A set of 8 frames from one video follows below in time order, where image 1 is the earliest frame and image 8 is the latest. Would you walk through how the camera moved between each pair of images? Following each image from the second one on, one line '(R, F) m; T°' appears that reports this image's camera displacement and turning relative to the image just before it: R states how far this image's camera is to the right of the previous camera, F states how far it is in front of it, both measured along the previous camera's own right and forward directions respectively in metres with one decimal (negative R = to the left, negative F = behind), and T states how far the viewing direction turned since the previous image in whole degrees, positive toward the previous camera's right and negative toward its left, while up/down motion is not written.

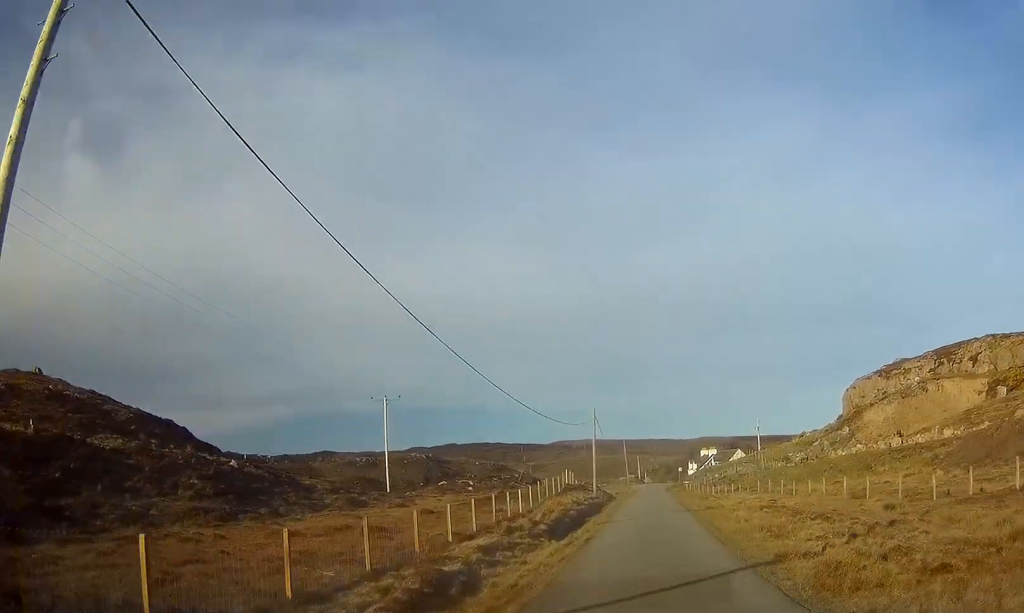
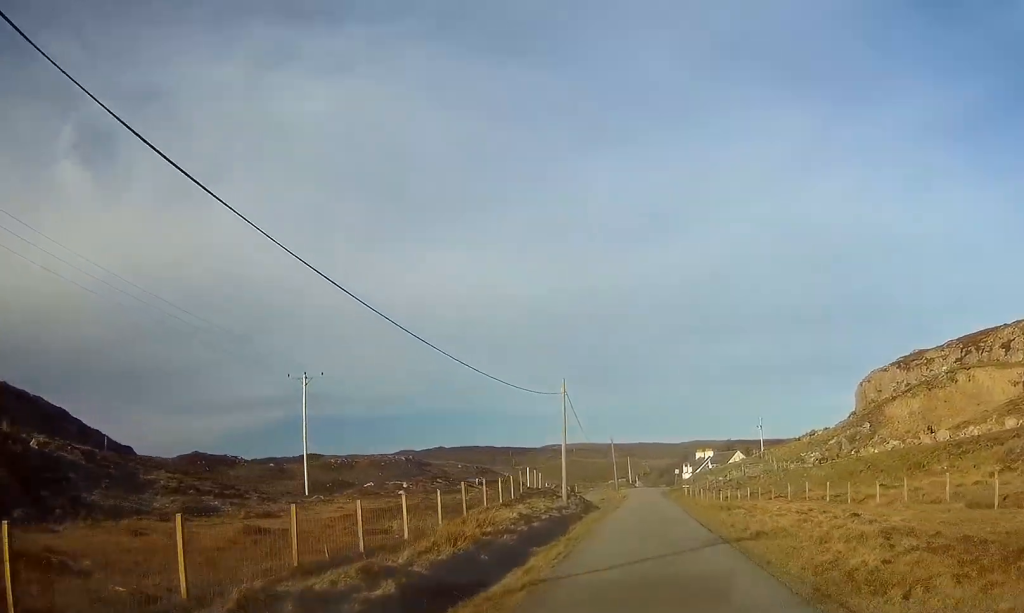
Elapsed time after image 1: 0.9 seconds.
(0.0, +15.6) m; 0°
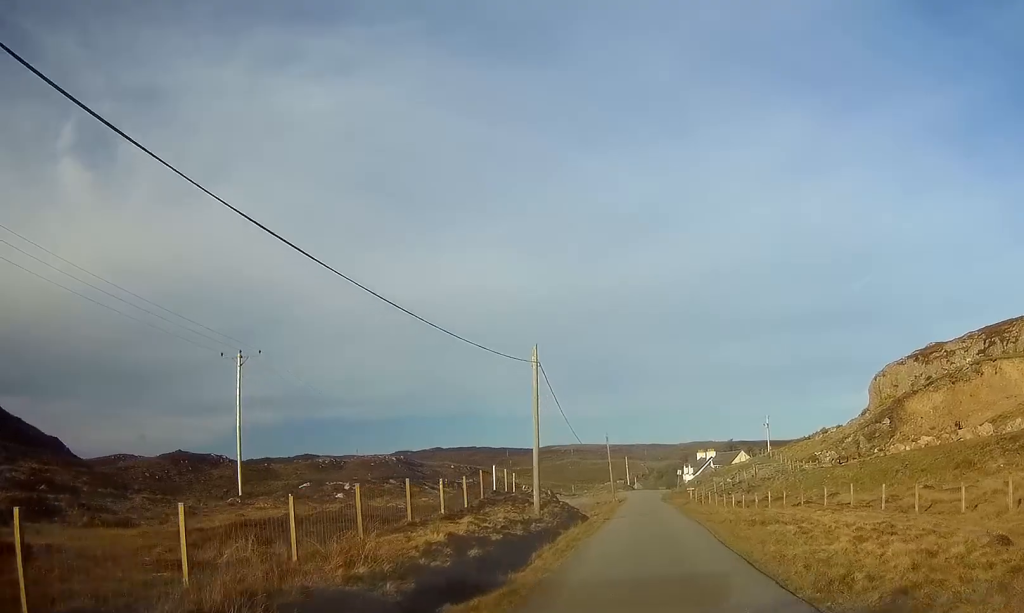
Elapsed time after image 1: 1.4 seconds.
(0.0, +9.4) m; 0°
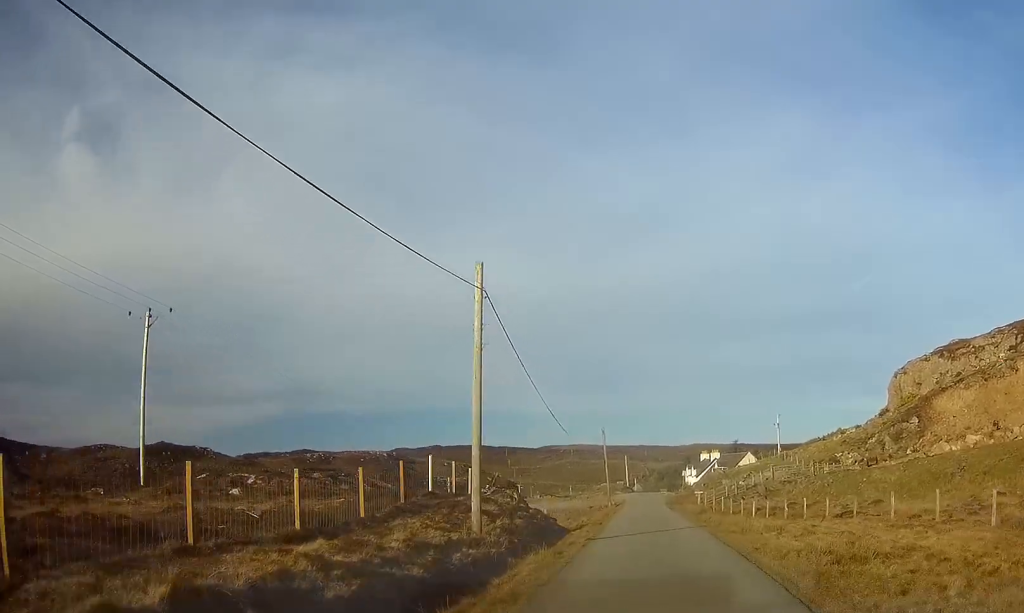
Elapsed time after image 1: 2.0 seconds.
(0.0, +9.9) m; 0°
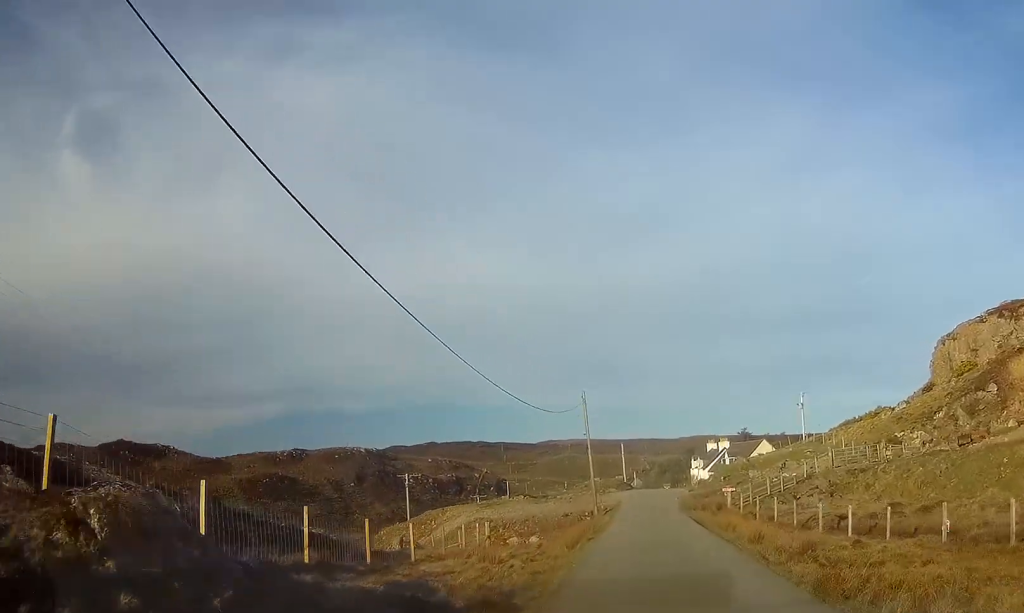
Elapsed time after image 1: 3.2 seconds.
(-0.1, +20.8) m; 0°
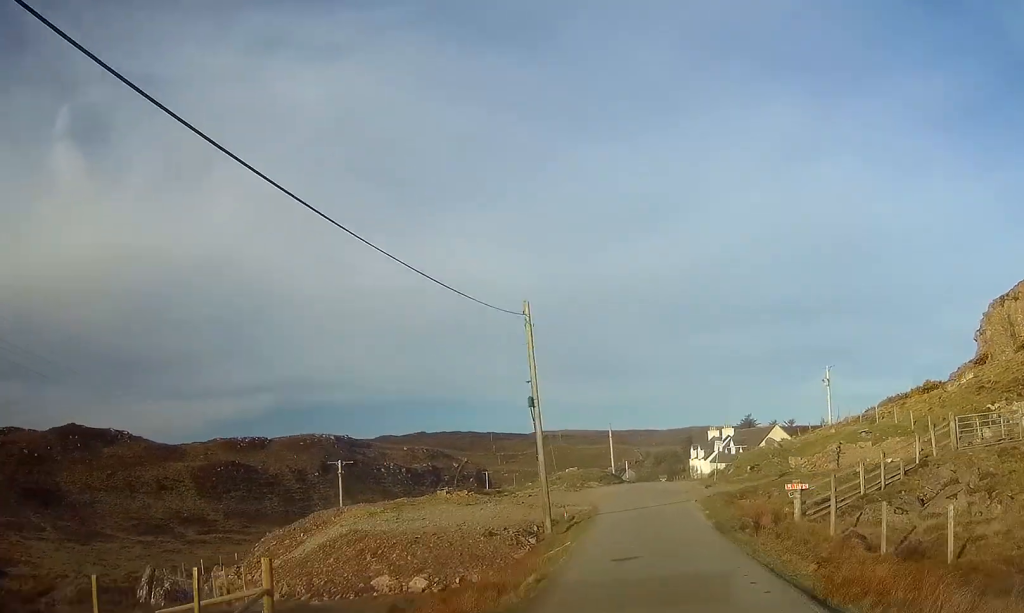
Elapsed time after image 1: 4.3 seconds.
(+0.2, +19.3) m; +1°
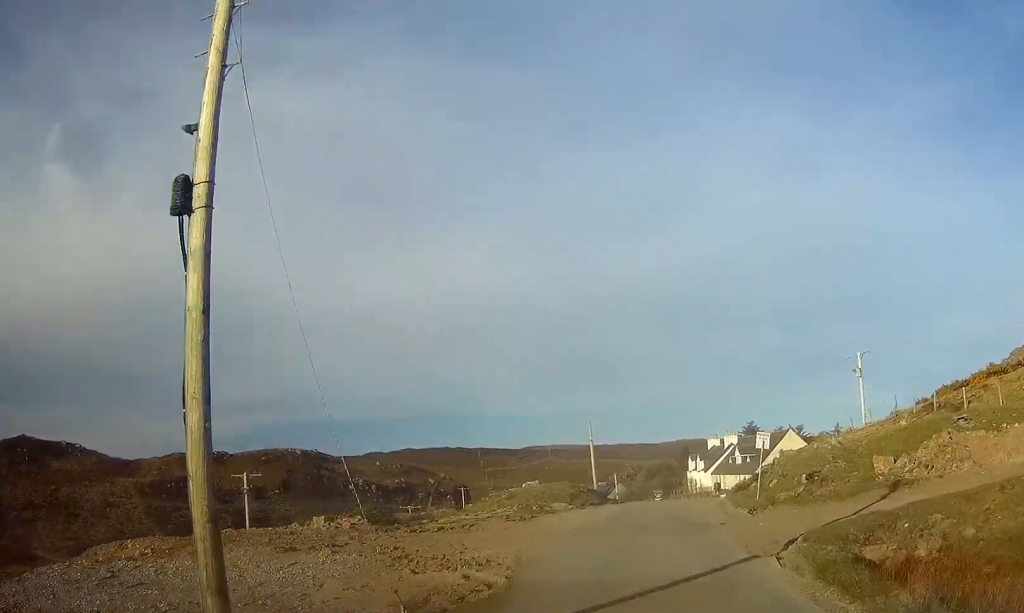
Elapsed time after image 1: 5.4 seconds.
(0.0, +17.4) m; +1°
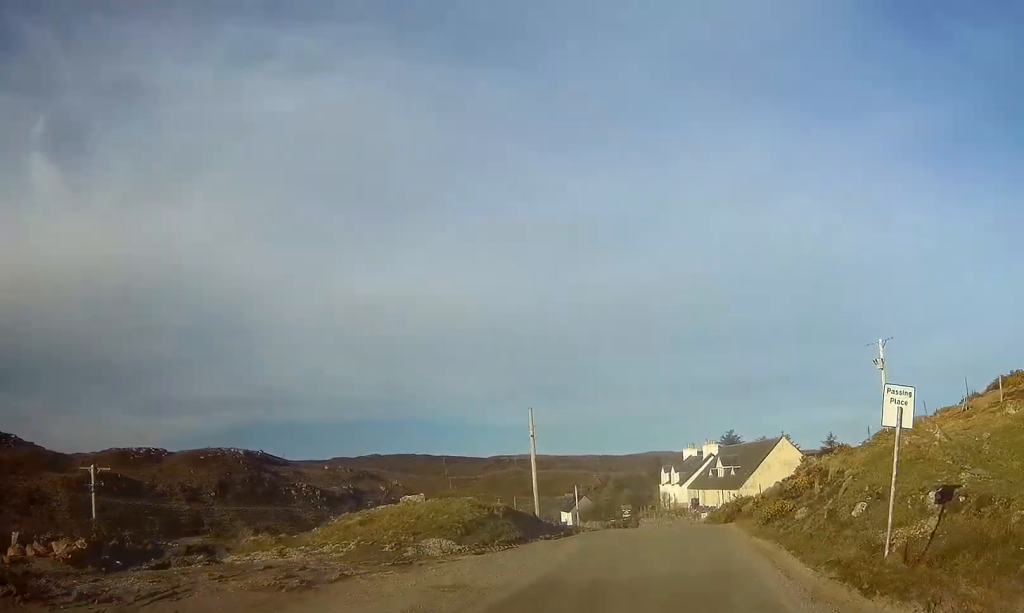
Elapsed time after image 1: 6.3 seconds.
(+0.2, +15.5) m; +2°
